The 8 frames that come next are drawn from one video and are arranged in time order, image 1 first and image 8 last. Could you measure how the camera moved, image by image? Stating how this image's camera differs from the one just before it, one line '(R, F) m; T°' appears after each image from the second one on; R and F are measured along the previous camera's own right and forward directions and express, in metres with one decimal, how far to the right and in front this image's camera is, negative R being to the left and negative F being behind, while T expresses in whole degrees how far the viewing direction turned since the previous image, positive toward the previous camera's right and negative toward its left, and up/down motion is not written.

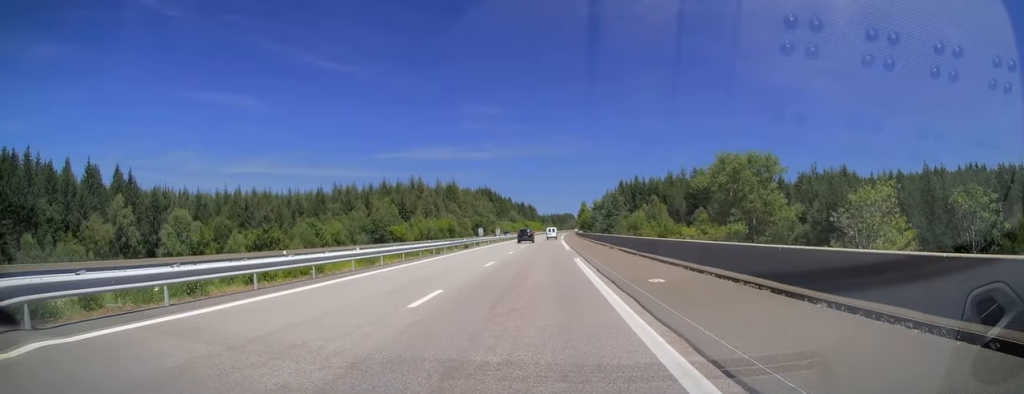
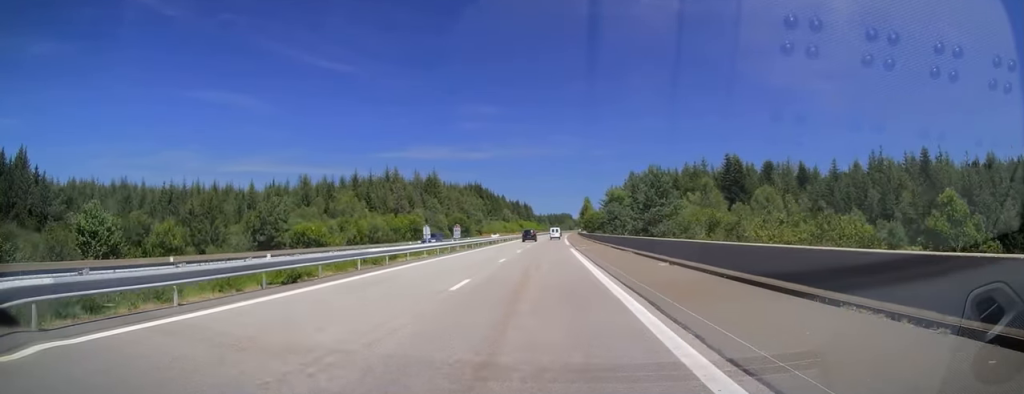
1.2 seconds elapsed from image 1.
(+0.2, +36.0) m; +1°
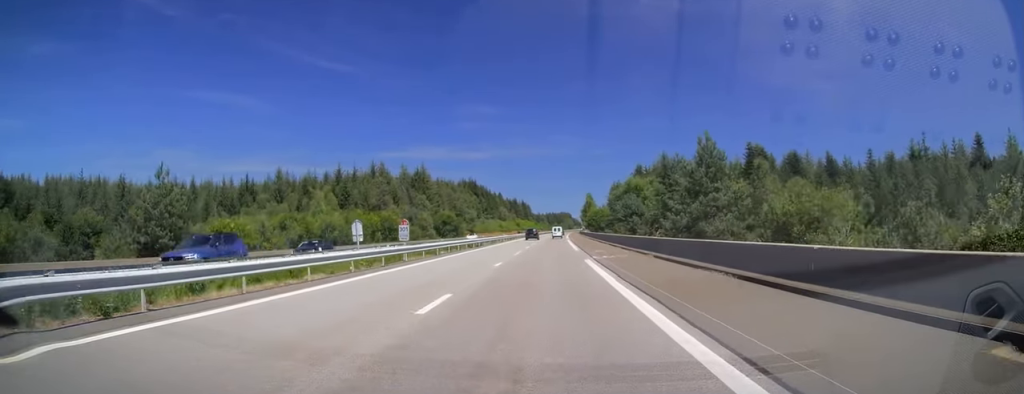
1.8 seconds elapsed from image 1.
(0.0, +17.2) m; 0°
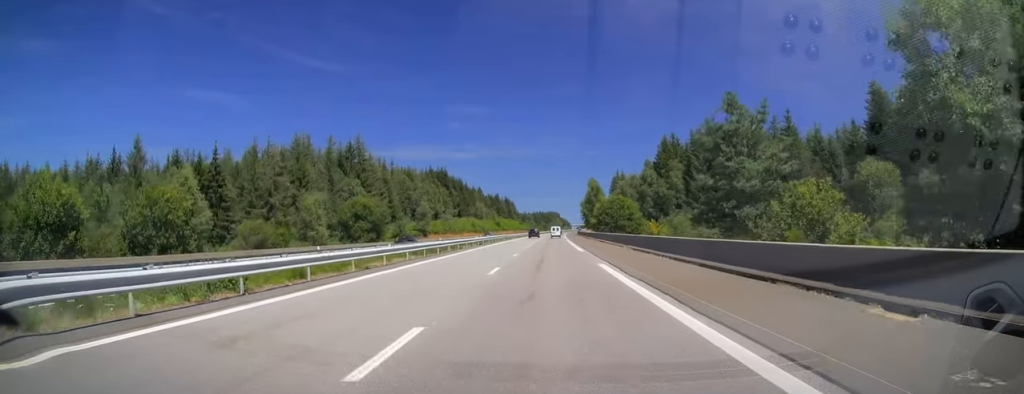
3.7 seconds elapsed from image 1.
(+0.4, +56.6) m; +1°
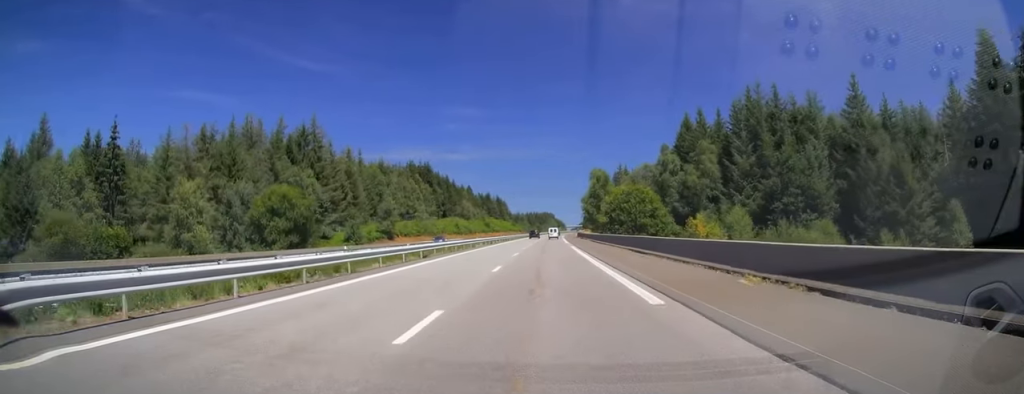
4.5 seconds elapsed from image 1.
(+0.2, +24.1) m; +1°
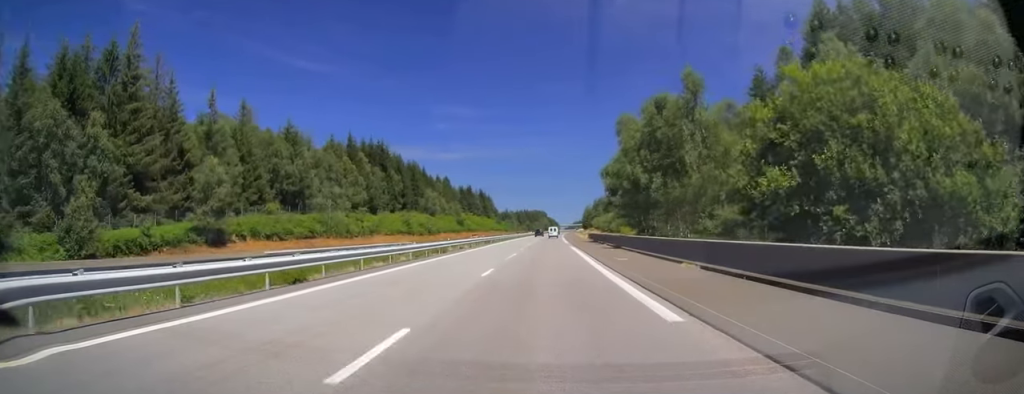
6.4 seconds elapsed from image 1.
(0.0, +54.1) m; +1°
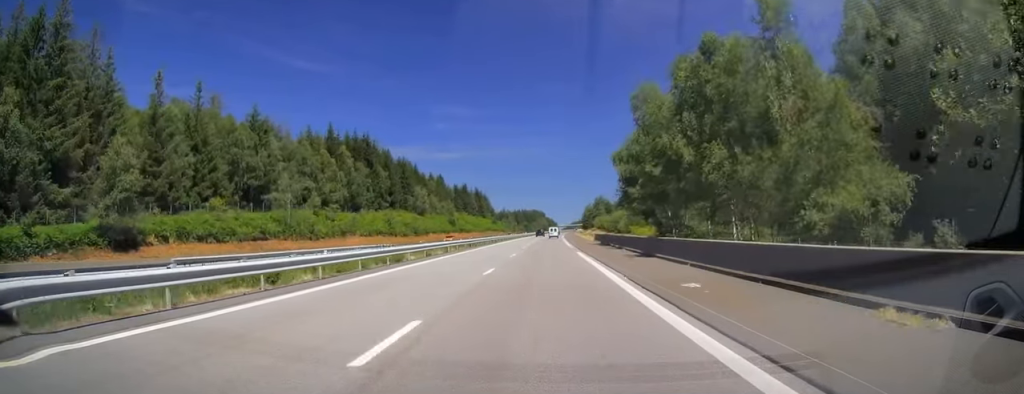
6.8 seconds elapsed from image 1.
(+0.2, +12.3) m; 0°
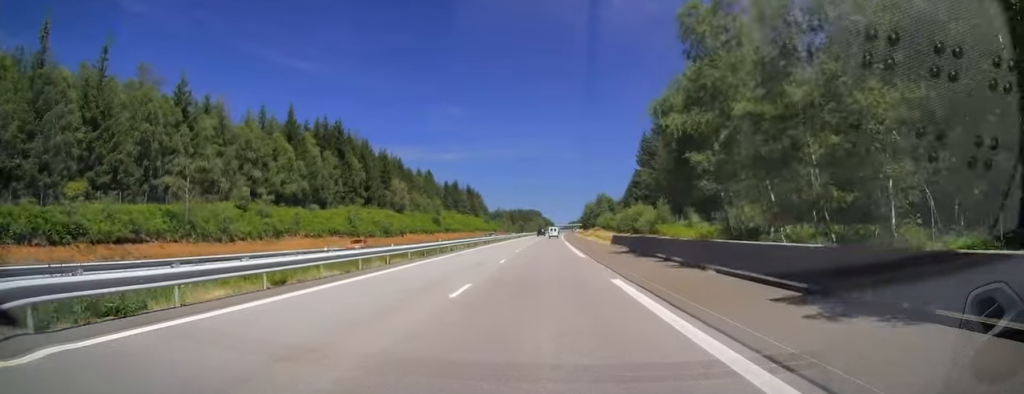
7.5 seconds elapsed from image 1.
(+0.2, +19.7) m; 0°
